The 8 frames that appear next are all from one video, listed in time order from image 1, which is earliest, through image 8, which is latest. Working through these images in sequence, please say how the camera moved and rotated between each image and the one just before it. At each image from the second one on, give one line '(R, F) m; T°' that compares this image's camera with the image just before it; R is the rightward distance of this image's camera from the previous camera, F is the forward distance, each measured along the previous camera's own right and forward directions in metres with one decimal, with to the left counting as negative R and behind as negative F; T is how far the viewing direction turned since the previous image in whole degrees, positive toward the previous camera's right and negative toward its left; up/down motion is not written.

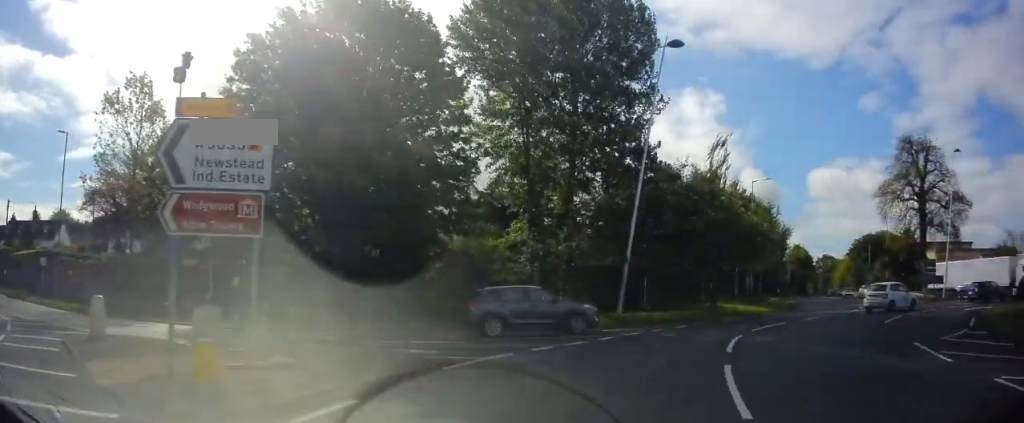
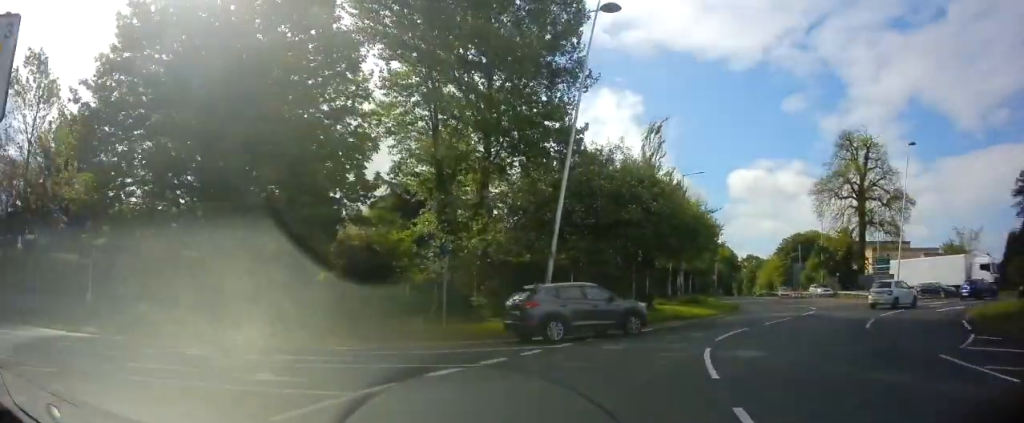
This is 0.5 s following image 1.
(+0.3, +3.9) m; +11°
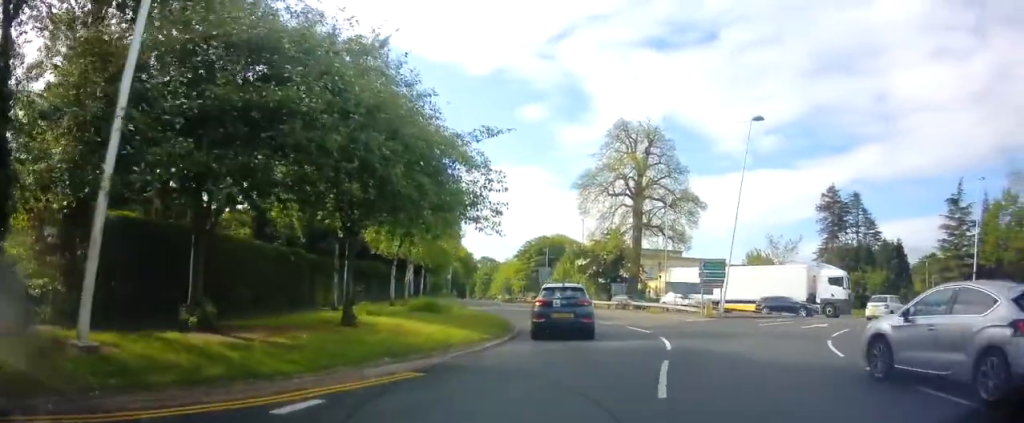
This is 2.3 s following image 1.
(+3.4, +12.9) m; +25°
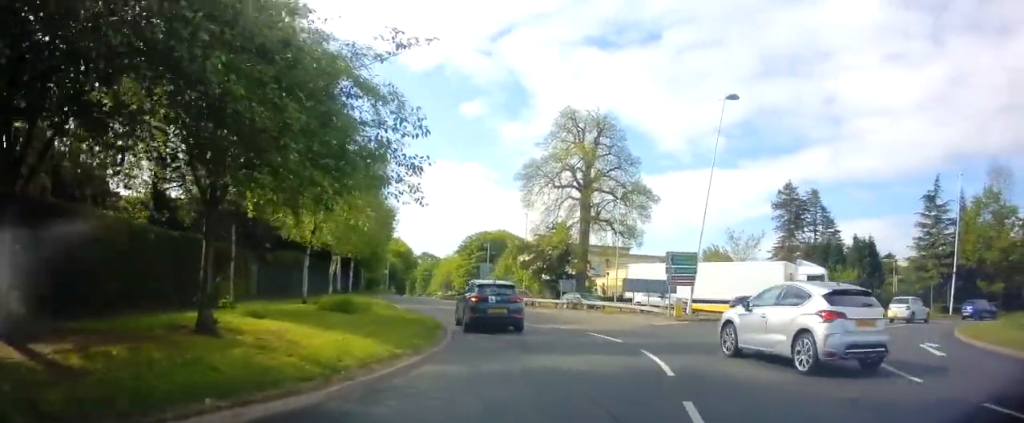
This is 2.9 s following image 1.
(+0.2, +4.2) m; +5°
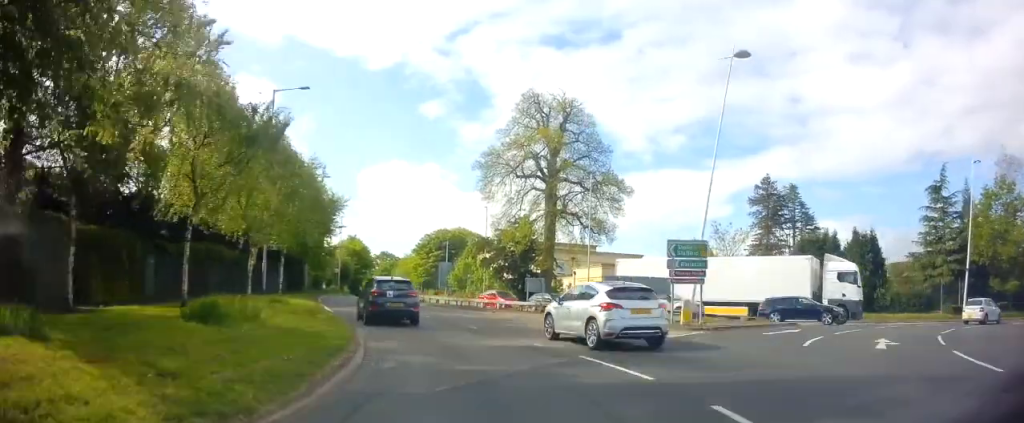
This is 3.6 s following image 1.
(+0.3, +6.1) m; +5°
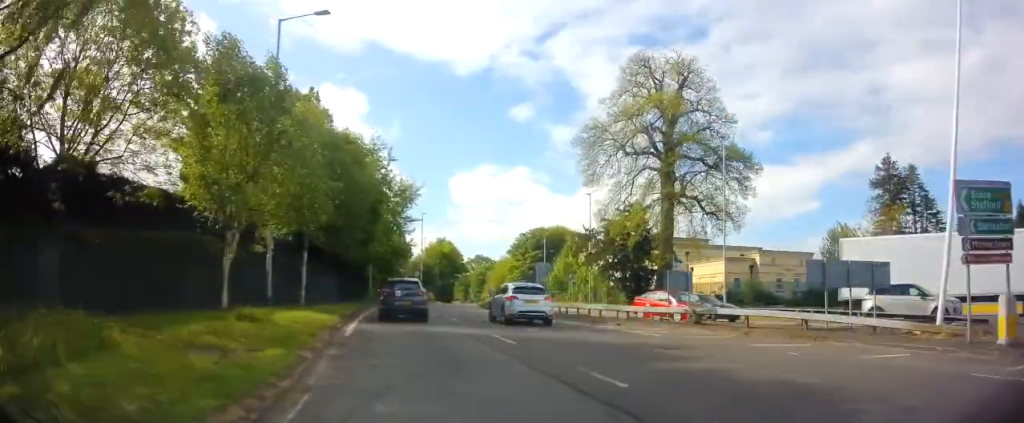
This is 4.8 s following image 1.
(+0.1, +11.1) m; -4°
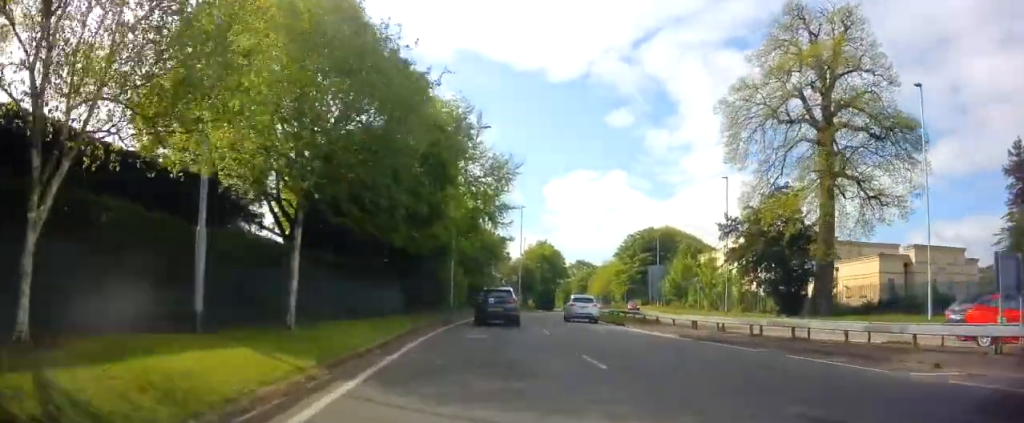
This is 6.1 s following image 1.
(-1.1, +12.3) m; -9°
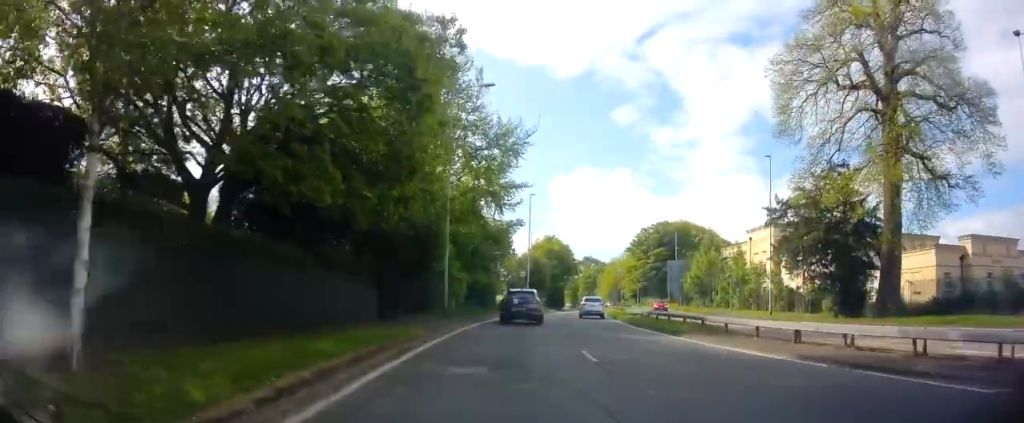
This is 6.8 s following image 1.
(-0.3, +7.7) m; -3°
